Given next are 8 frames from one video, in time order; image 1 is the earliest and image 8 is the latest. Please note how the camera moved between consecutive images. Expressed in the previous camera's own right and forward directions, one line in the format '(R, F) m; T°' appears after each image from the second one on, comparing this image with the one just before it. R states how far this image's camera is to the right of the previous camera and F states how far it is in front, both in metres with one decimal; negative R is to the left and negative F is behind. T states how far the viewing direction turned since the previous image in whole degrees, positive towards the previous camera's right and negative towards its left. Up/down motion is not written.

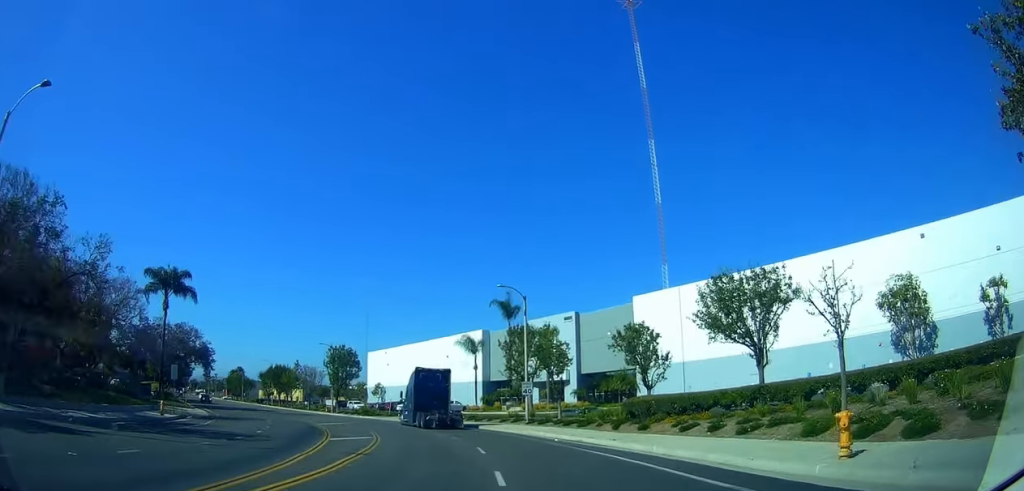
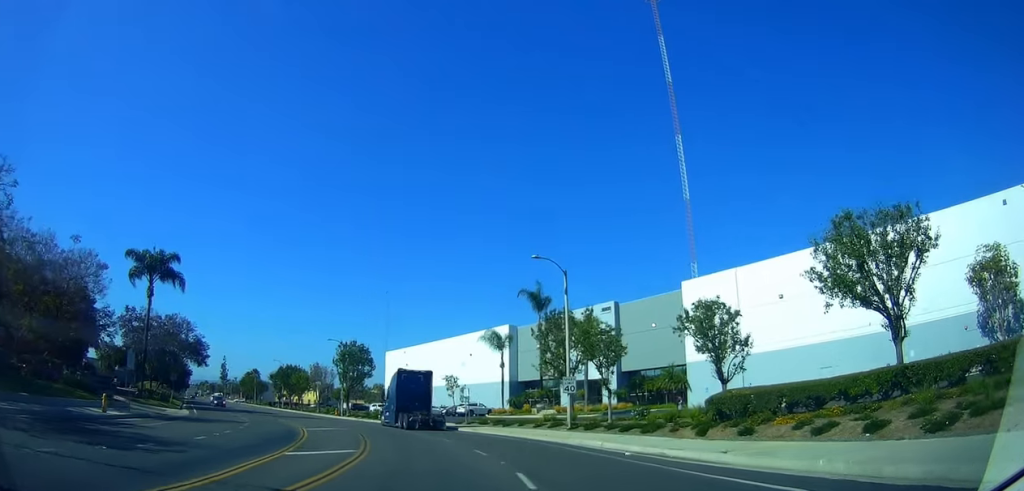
(+0.2, +7.3) m; -2°
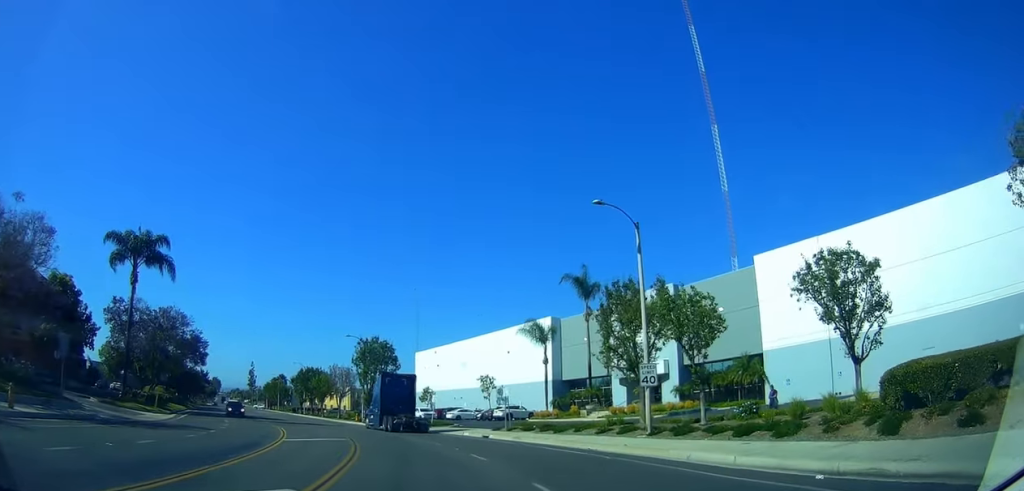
(-0.5, +8.0) m; -6°
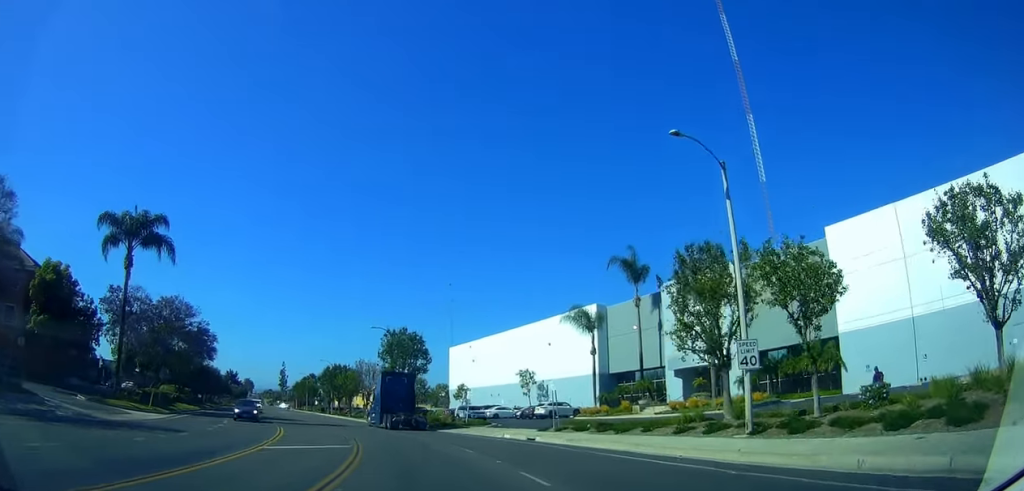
(-0.5, +5.9) m; 0°
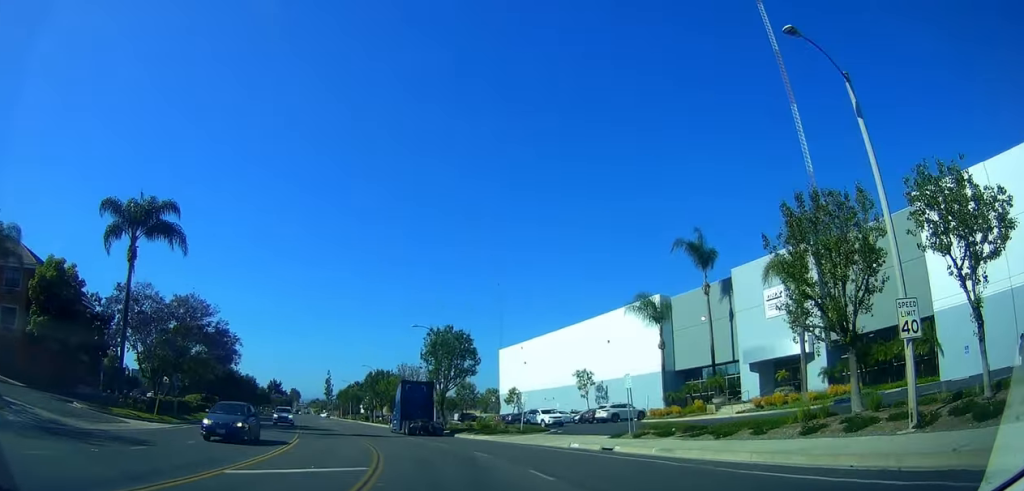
(+0.3, +6.2) m; -3°
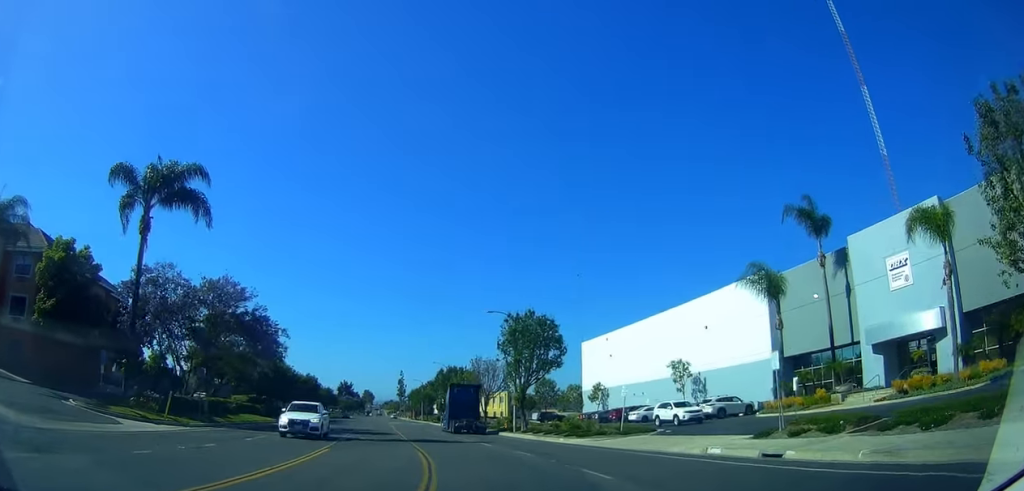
(-0.7, +8.7) m; -9°
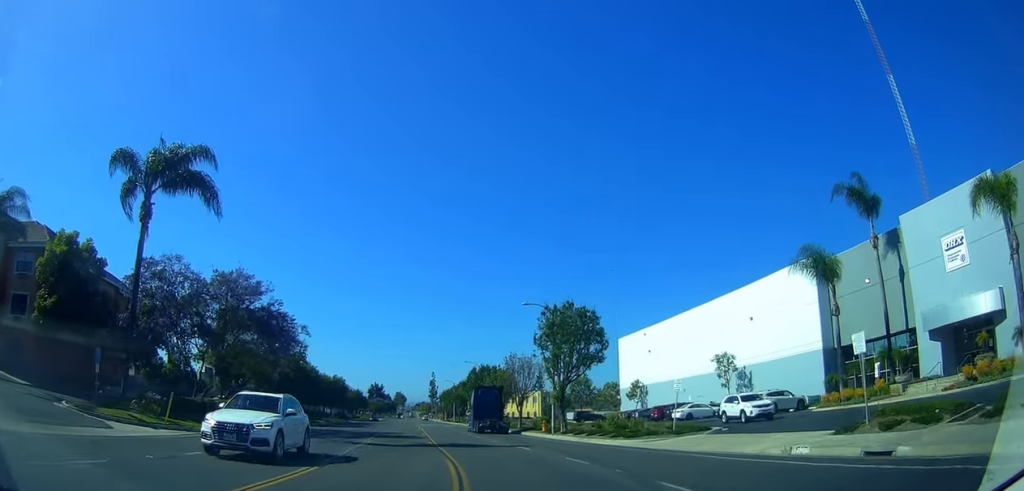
(-0.2, +3.9) m; -4°
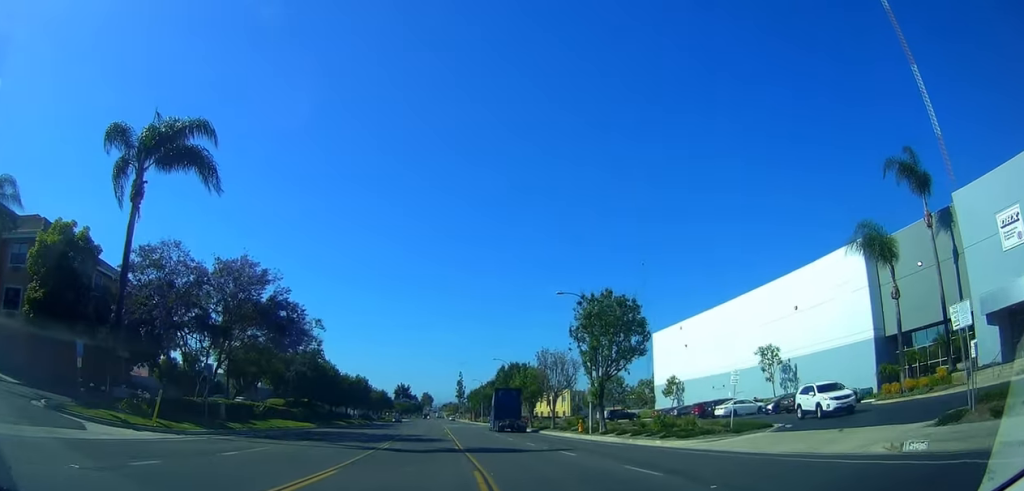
(+0.1, +4.4) m; -3°
